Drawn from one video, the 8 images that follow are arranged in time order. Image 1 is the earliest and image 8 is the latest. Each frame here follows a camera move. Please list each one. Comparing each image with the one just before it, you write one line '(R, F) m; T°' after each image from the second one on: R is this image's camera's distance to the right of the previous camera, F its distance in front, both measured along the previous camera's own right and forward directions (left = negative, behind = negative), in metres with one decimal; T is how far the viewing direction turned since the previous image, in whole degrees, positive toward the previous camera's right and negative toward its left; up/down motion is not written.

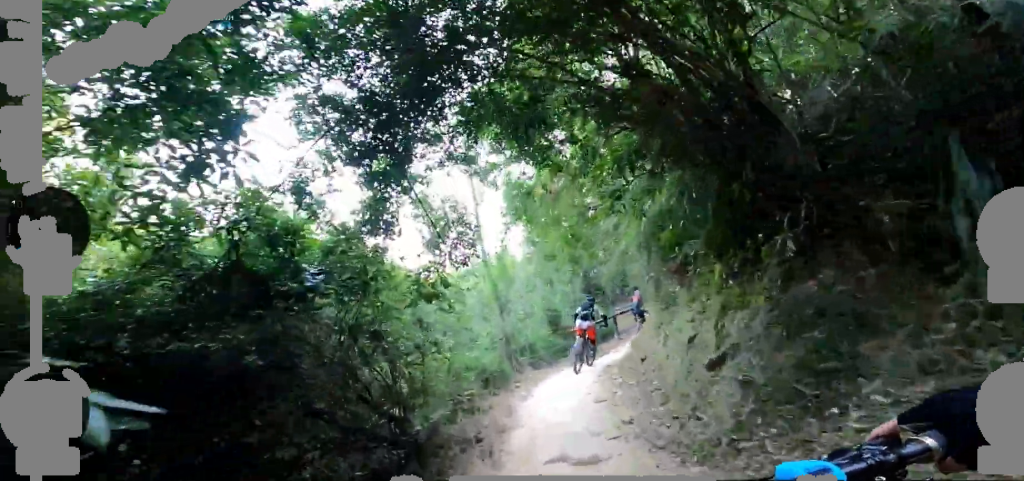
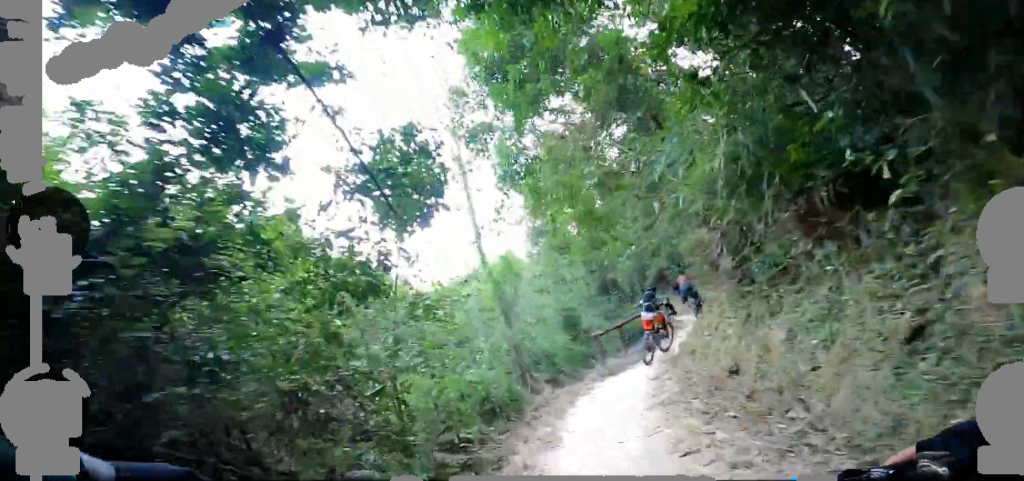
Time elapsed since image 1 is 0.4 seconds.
(+0.1, +1.5) m; -6°
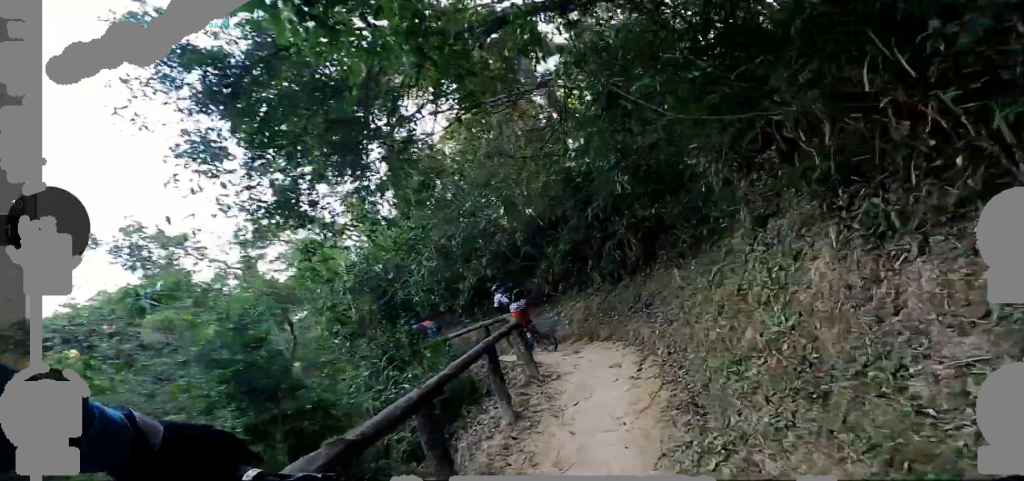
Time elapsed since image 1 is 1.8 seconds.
(-1.0, +3.7) m; -21°
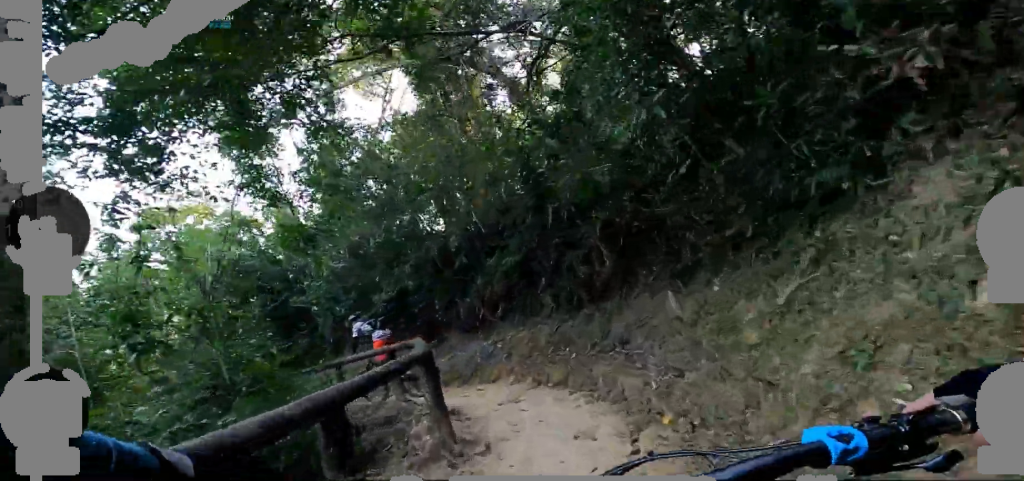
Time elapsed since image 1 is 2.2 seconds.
(-0.8, +1.3) m; +2°
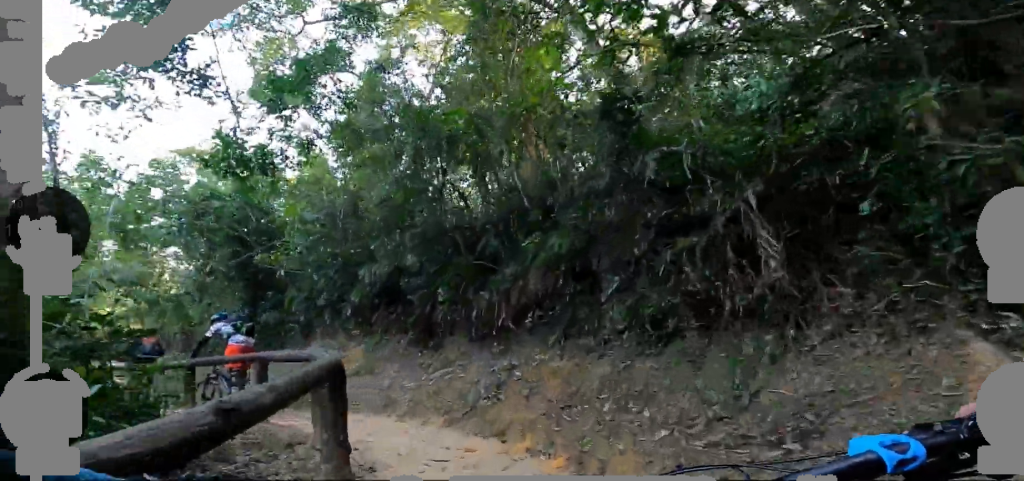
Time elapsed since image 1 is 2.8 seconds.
(+1.4, +1.7) m; +24°
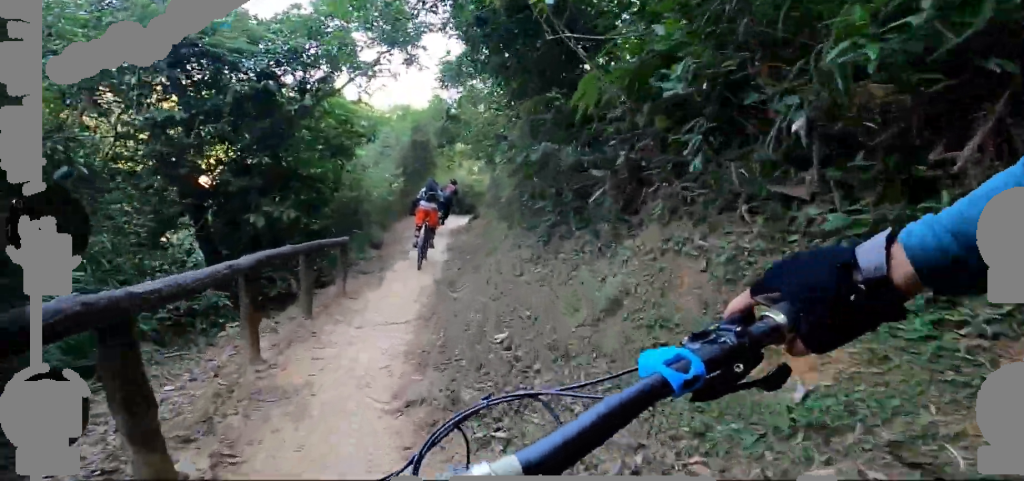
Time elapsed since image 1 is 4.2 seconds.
(+1.7, +5.5) m; -5°
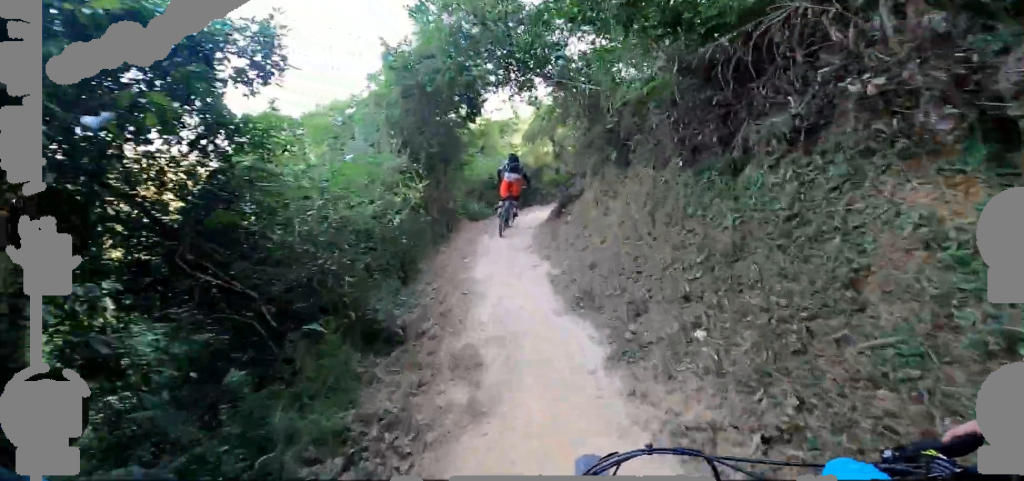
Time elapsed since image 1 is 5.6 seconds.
(-2.9, +5.3) m; -41°
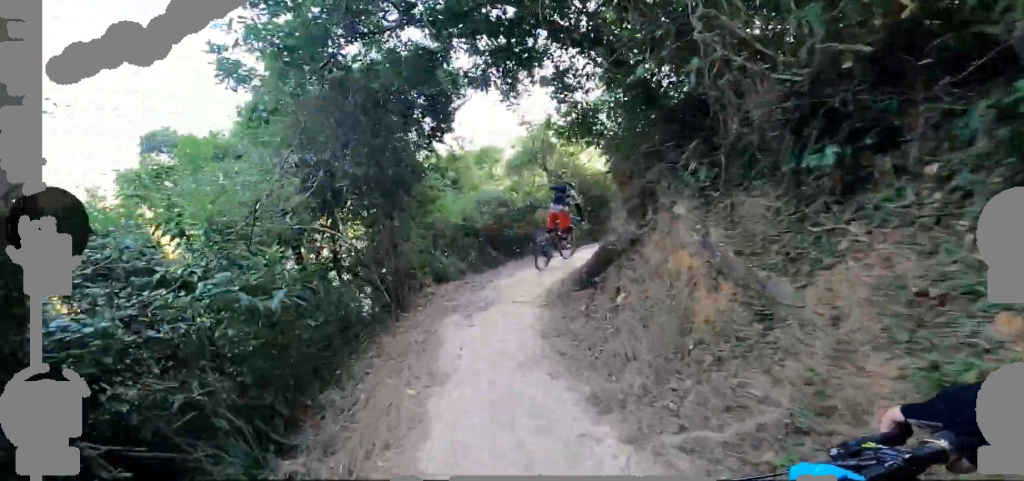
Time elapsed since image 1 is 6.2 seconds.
(-0.2, +3.2) m; -11°
